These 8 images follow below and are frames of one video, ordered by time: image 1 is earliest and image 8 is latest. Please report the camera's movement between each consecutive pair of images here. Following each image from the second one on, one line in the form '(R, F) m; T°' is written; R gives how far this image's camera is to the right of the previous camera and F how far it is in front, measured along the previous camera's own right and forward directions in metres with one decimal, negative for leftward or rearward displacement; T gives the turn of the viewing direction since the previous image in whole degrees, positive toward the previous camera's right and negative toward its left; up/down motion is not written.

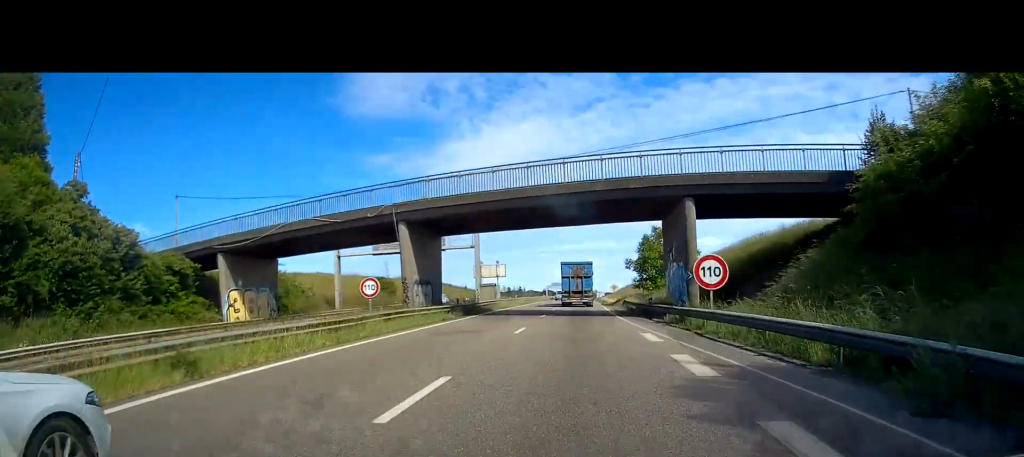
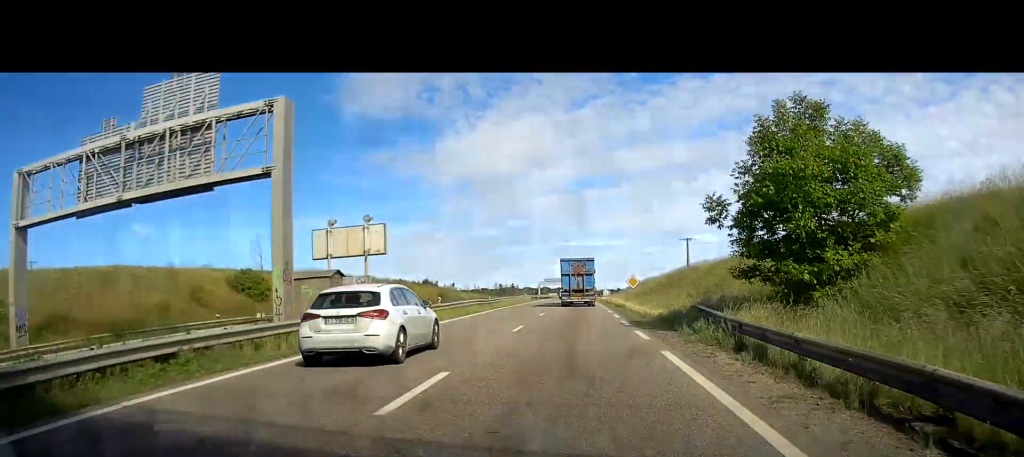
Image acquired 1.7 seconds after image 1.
(-0.2, +38.0) m; +1°
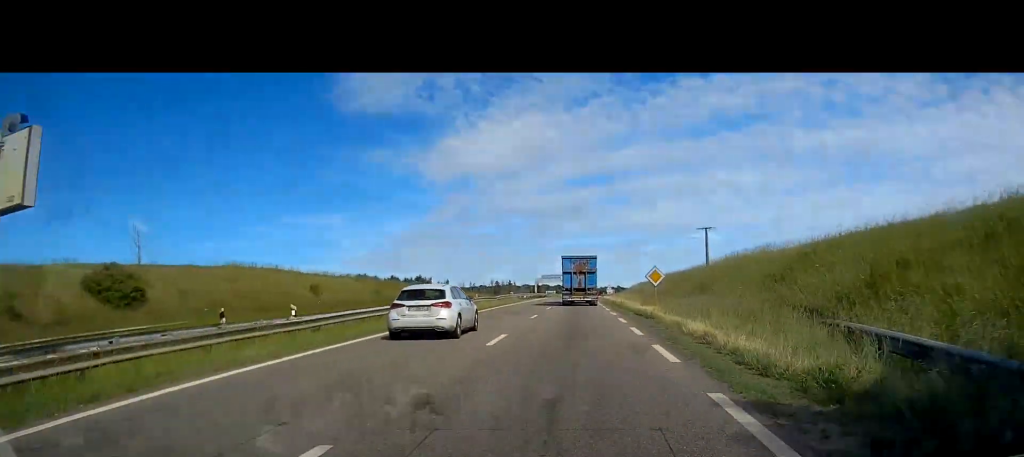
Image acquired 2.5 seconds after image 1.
(+0.2, +17.9) m; 0°
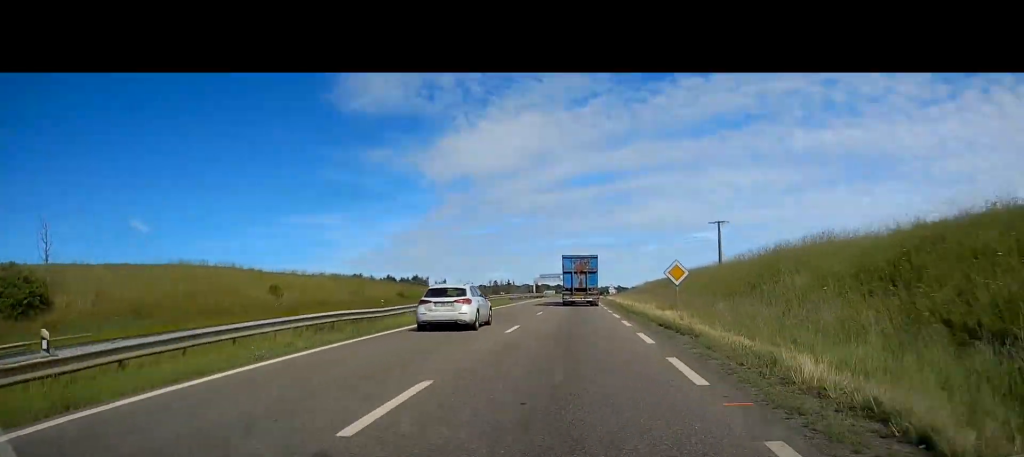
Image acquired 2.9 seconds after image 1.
(+0.2, +9.0) m; 0°
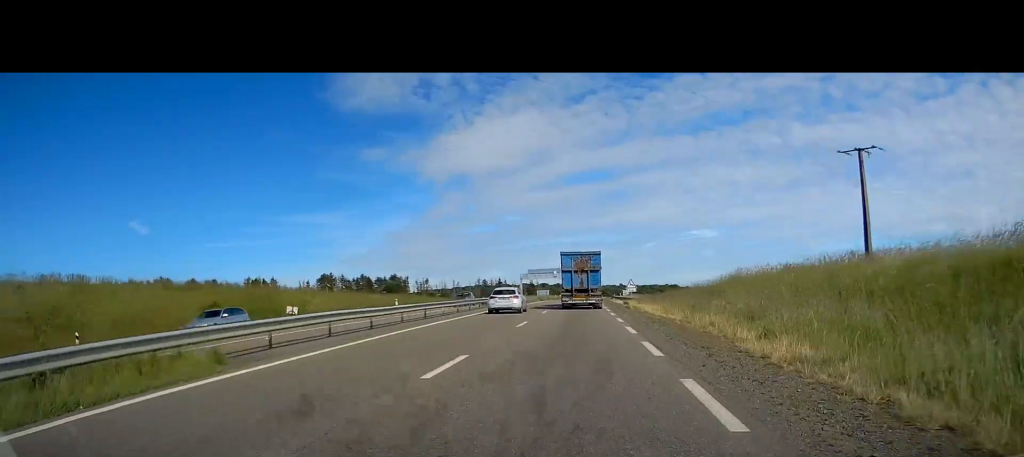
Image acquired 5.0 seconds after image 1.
(-0.4, +48.3) m; -1°
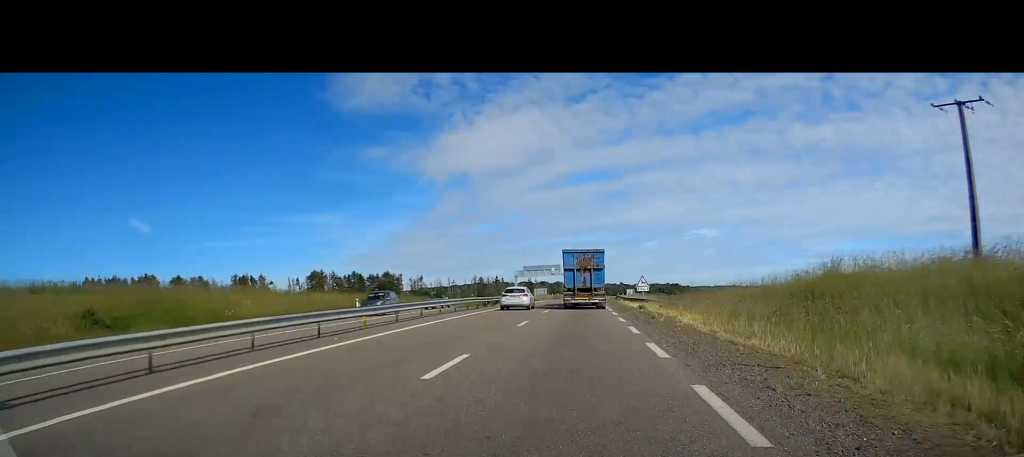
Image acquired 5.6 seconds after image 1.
(-0.2, +13.4) m; 0°
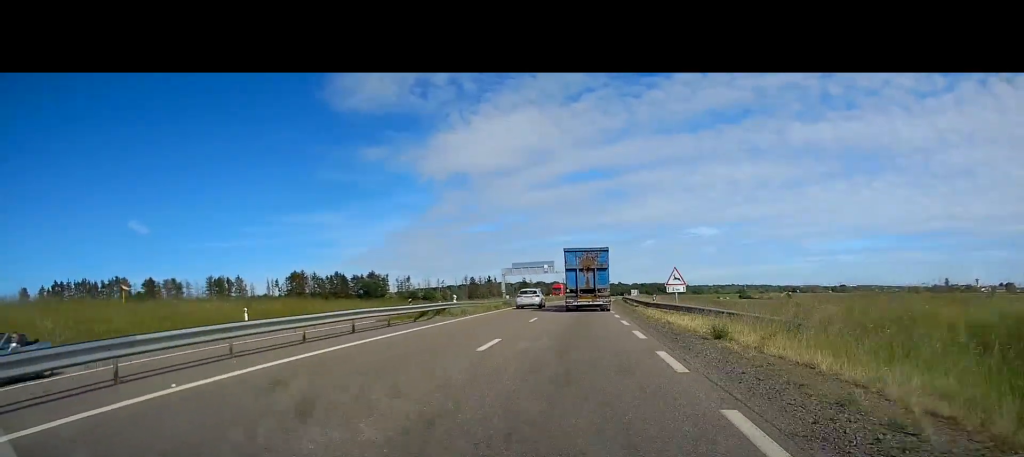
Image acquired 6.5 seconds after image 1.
(0.0, +21.4) m; 0°
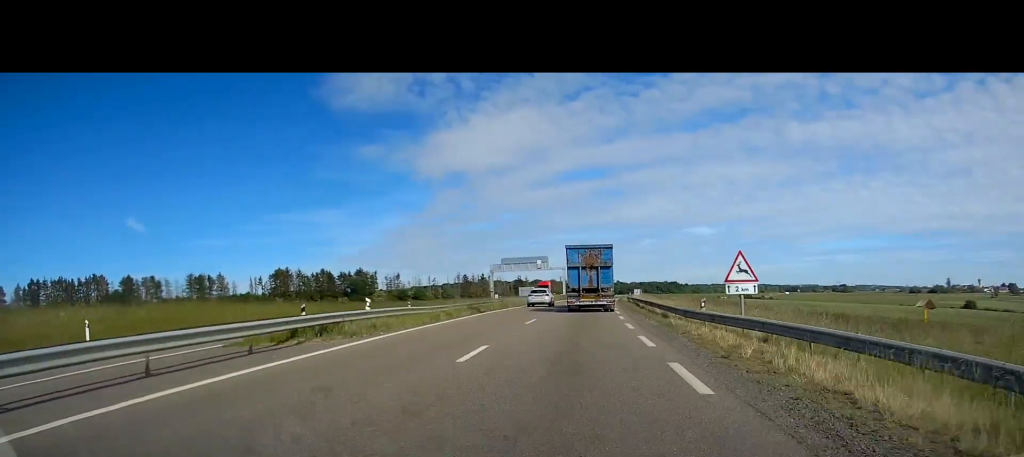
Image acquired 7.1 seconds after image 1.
(+0.1, +15.2) m; 0°
